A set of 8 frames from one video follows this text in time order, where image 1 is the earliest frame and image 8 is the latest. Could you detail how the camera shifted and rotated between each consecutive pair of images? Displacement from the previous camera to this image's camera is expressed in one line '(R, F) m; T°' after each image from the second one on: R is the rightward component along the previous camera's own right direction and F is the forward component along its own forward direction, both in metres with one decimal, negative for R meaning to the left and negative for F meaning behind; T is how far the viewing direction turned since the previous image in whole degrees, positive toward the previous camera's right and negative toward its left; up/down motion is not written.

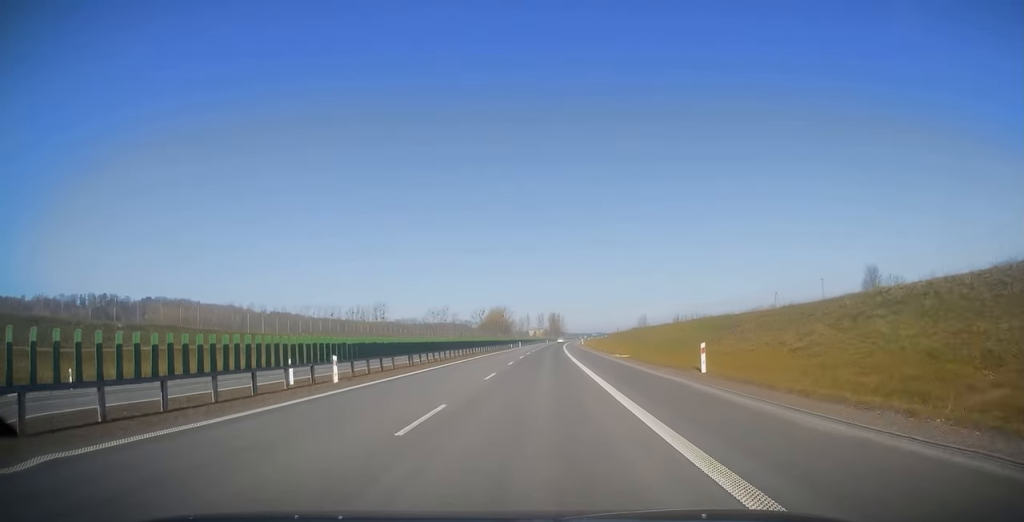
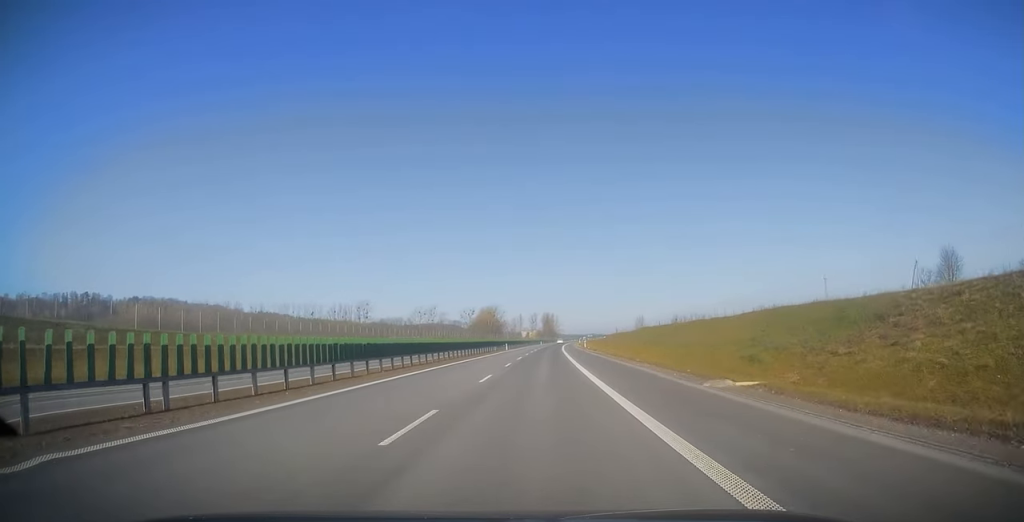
(0.0, +24.5) m; 0°
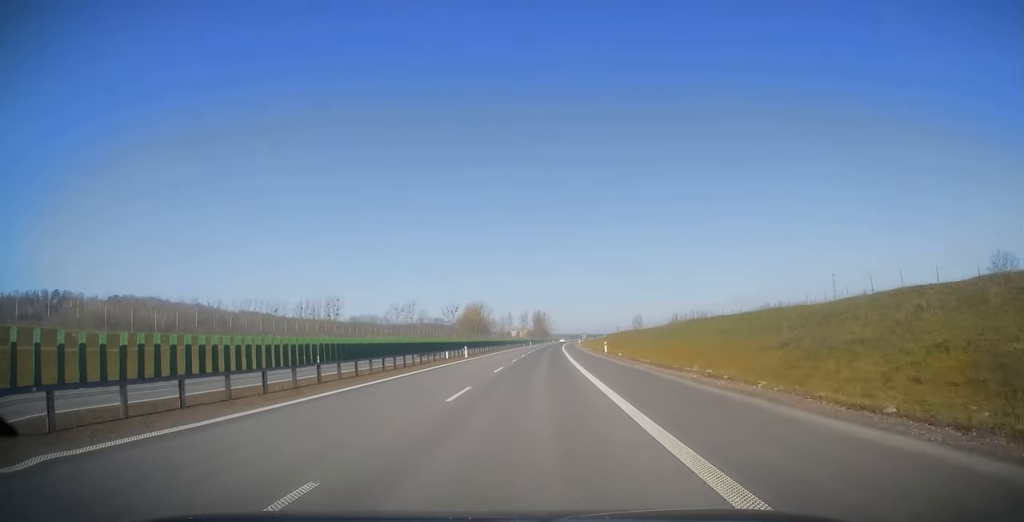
(+0.5, +41.8) m; +1°
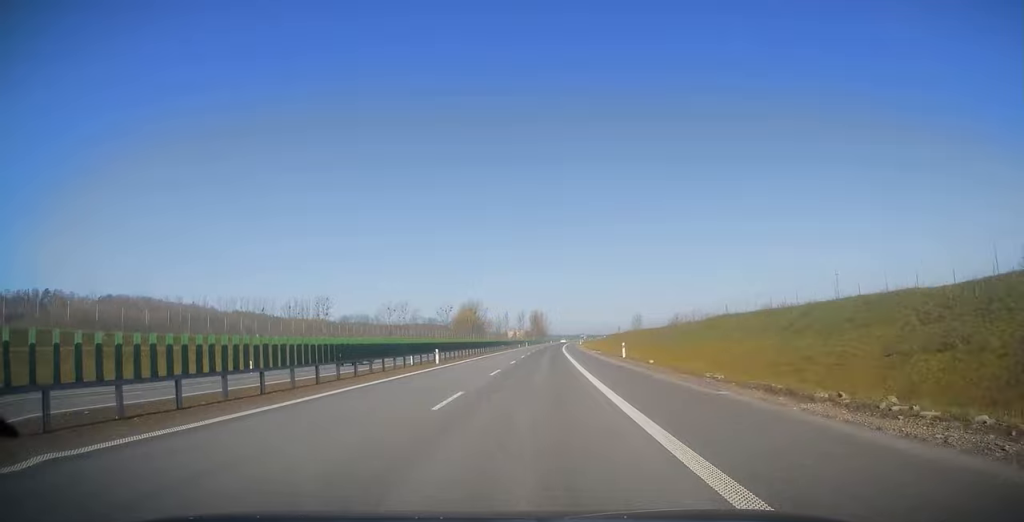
(0.0, +13.6) m; 0°
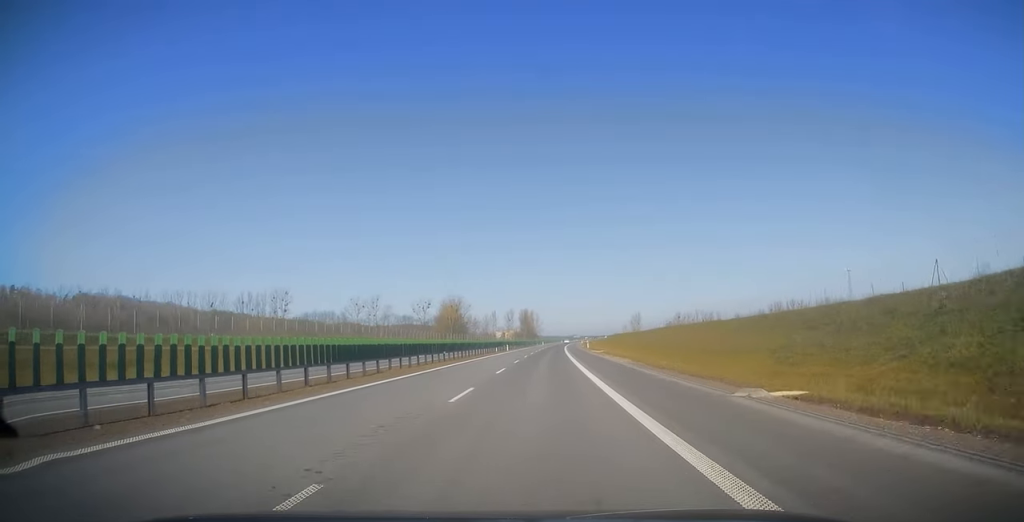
(+0.5, +46.0) m; +1°
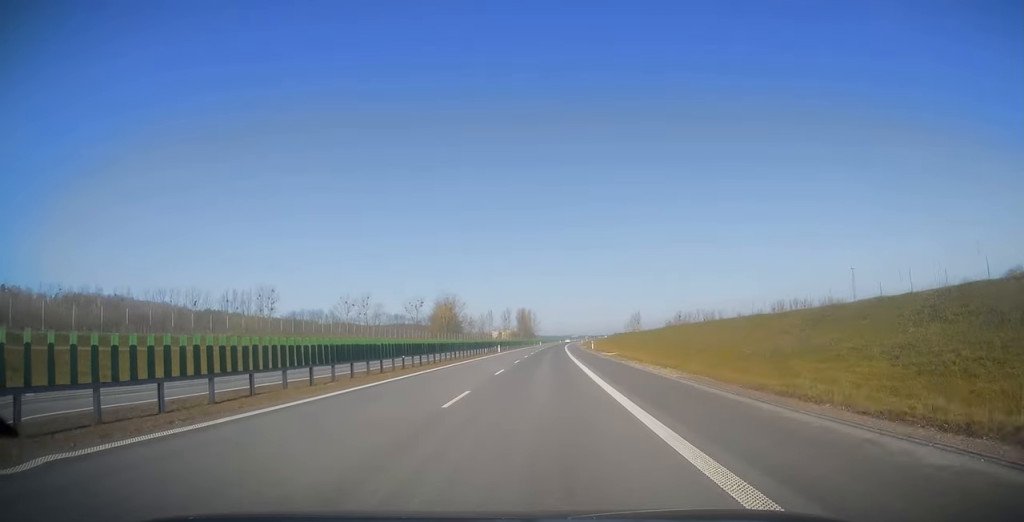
(0.0, +13.1) m; 0°
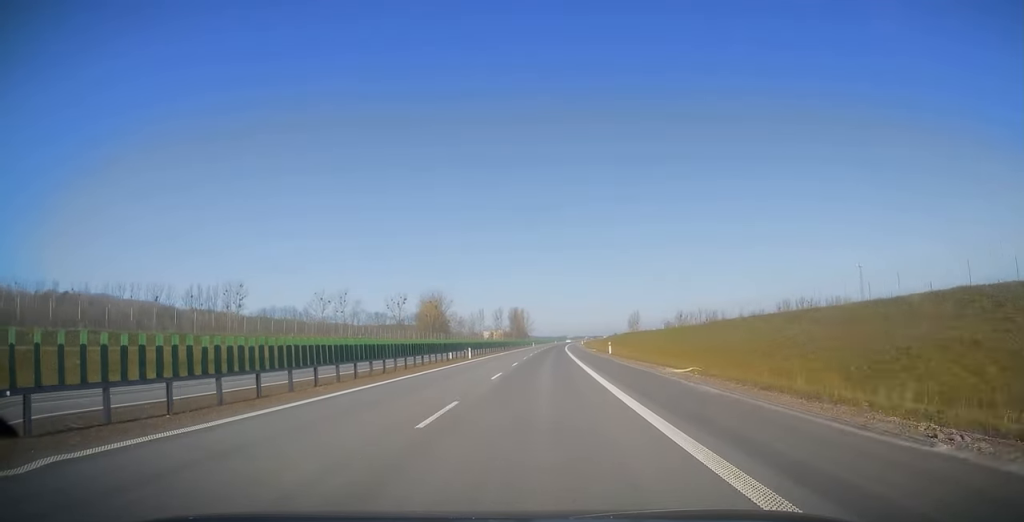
(0.0, +26.7) m; 0°
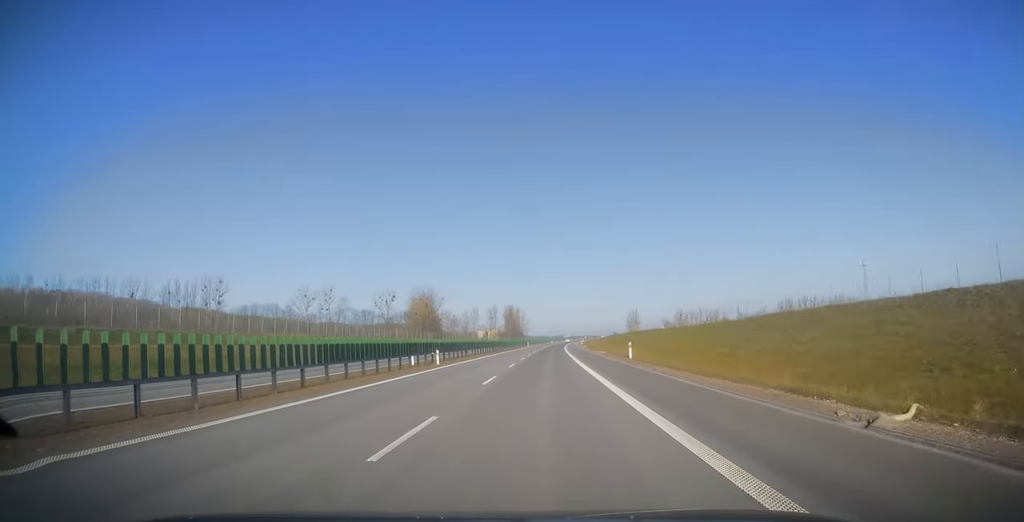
(0.0, +14.6) m; 0°
